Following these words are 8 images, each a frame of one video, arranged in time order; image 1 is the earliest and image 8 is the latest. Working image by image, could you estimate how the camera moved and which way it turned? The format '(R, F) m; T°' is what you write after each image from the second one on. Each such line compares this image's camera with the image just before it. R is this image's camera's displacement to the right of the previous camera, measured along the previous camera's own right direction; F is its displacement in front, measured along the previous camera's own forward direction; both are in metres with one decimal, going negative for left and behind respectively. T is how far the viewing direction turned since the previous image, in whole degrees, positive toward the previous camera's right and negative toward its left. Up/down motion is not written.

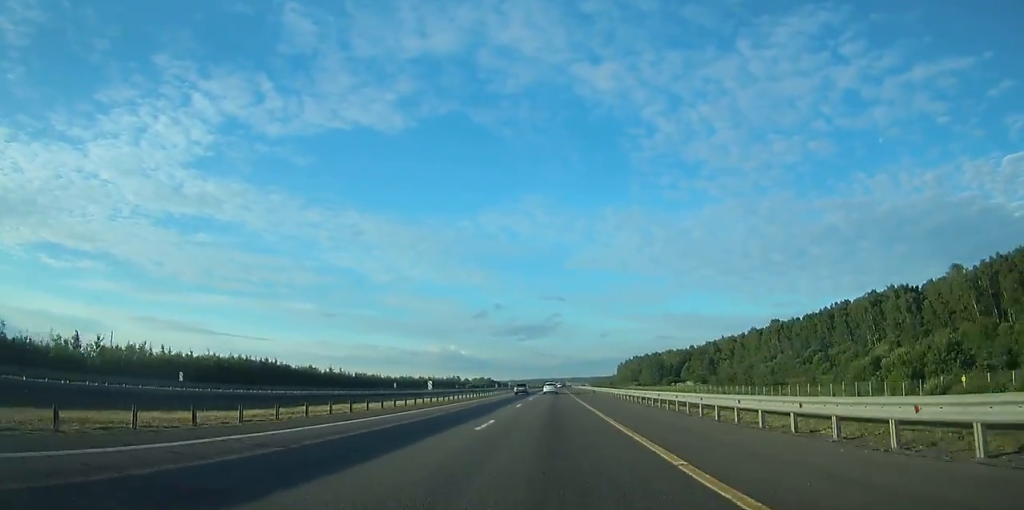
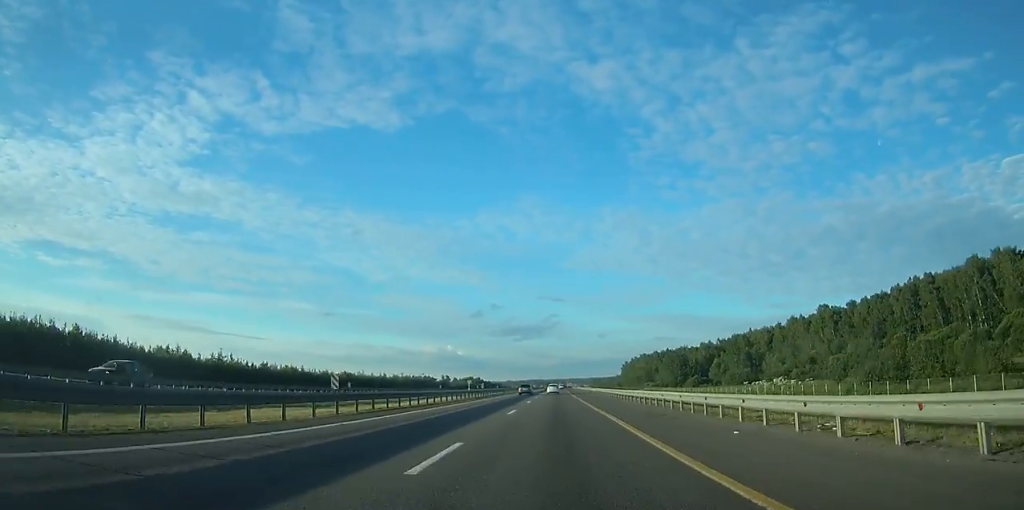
(+0.2, +59.2) m; 0°
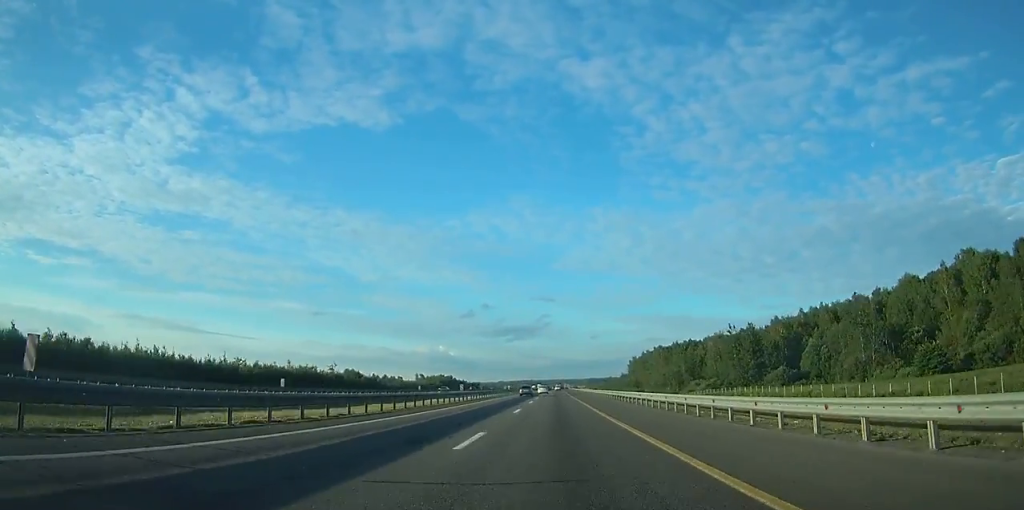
(+0.5, +103.0) m; +1°
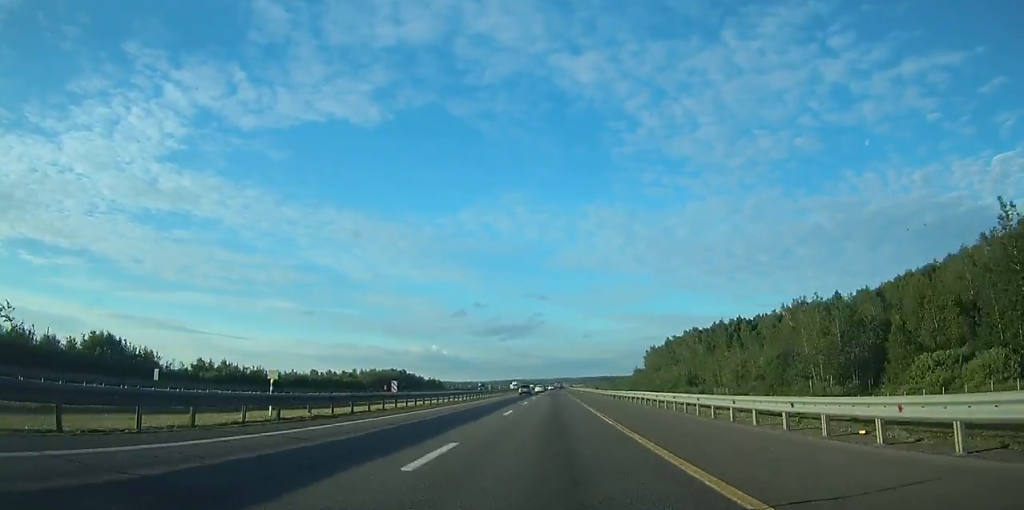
(+0.6, +103.0) m; +1°
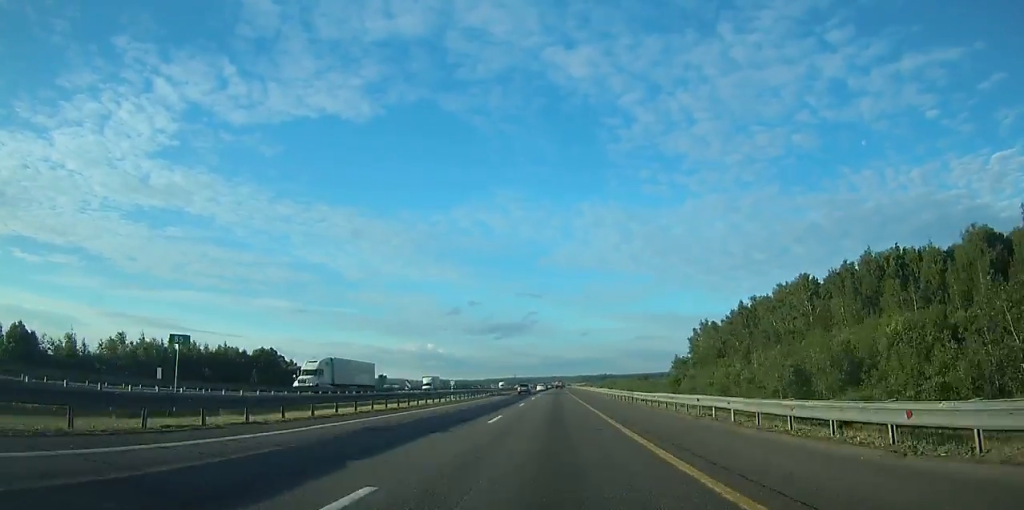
(+0.5, +115.6) m; +1°
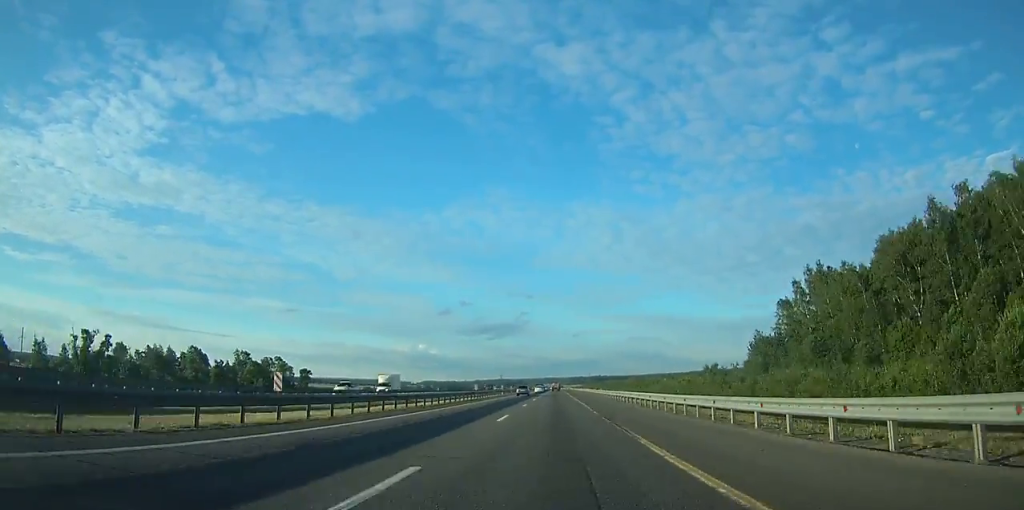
(+0.4, +95.3) m; 0°
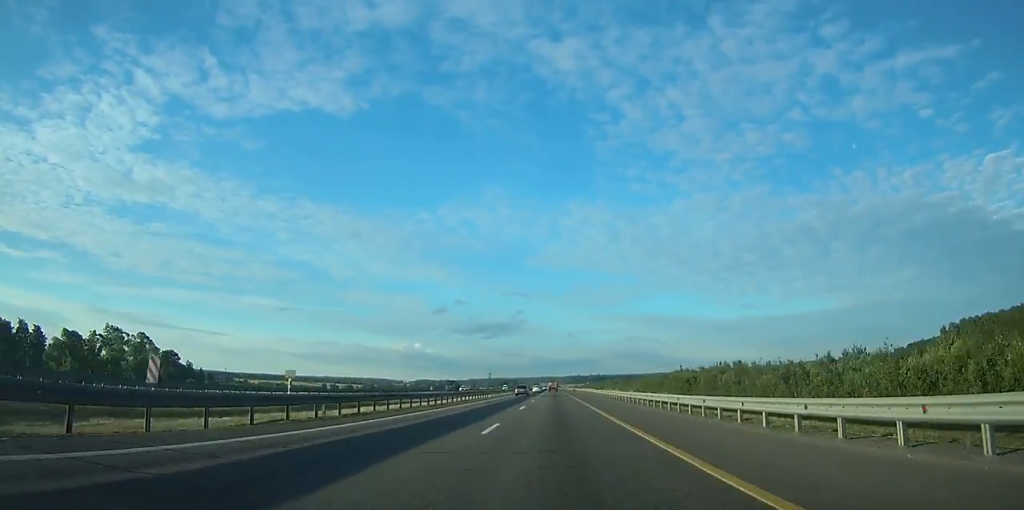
(+0.3, +84.4) m; 0°
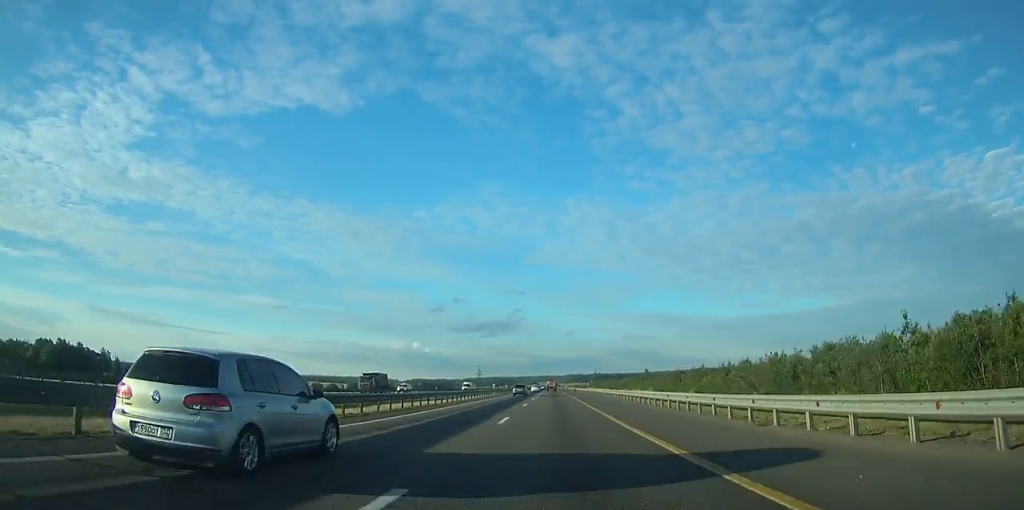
(+0.1, +73.0) m; 0°
